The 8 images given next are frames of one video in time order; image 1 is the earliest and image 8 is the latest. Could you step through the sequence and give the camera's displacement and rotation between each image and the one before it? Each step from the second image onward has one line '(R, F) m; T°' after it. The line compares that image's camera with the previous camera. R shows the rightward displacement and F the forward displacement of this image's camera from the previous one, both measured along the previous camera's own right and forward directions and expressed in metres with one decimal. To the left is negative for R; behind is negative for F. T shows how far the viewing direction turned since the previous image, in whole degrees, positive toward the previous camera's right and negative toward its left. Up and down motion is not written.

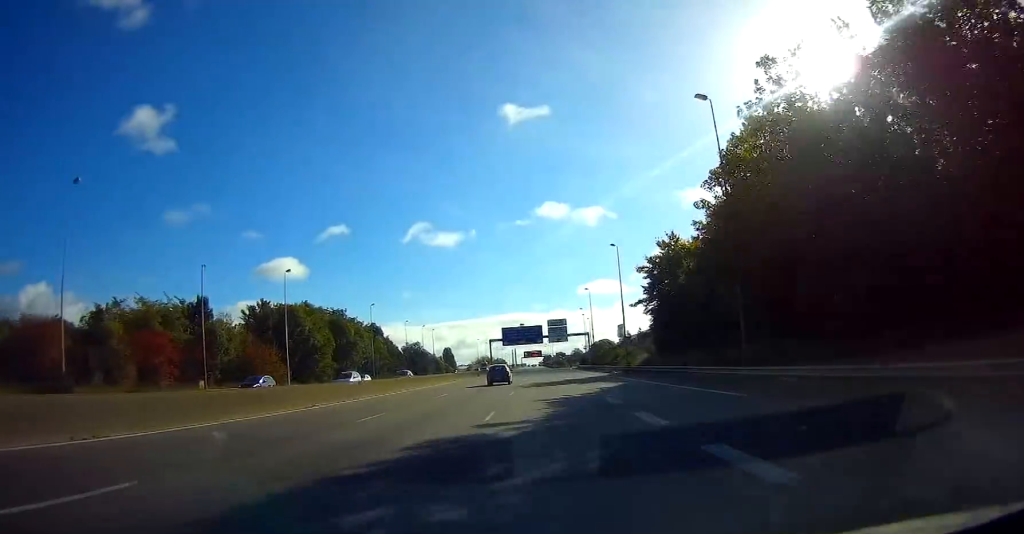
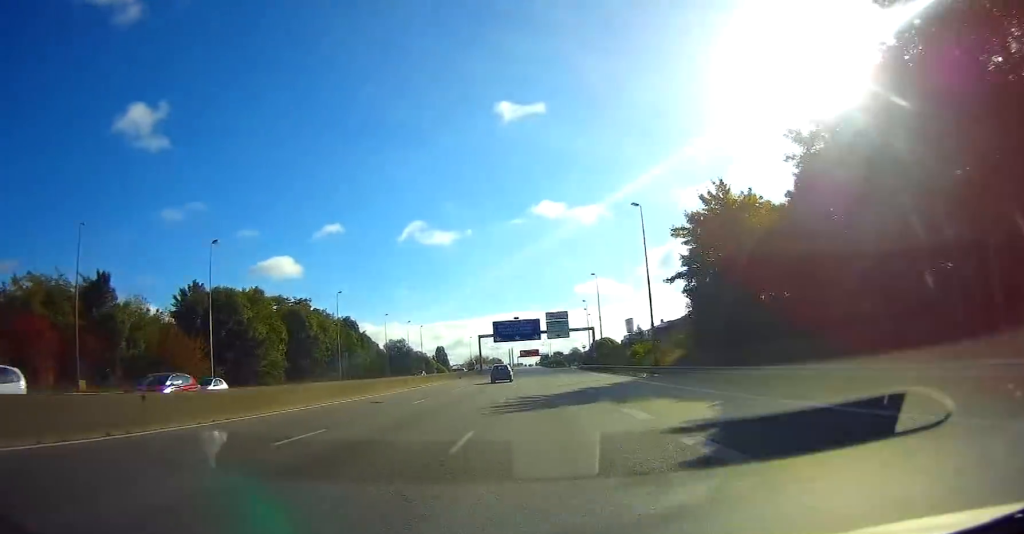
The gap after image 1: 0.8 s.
(+0.2, +18.7) m; 0°
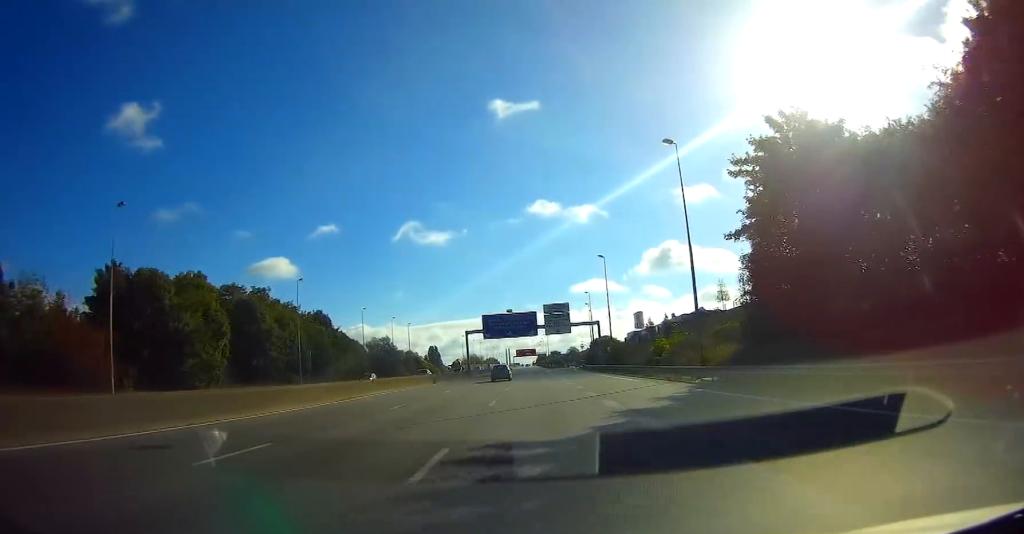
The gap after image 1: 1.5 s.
(0.0, +15.8) m; 0°
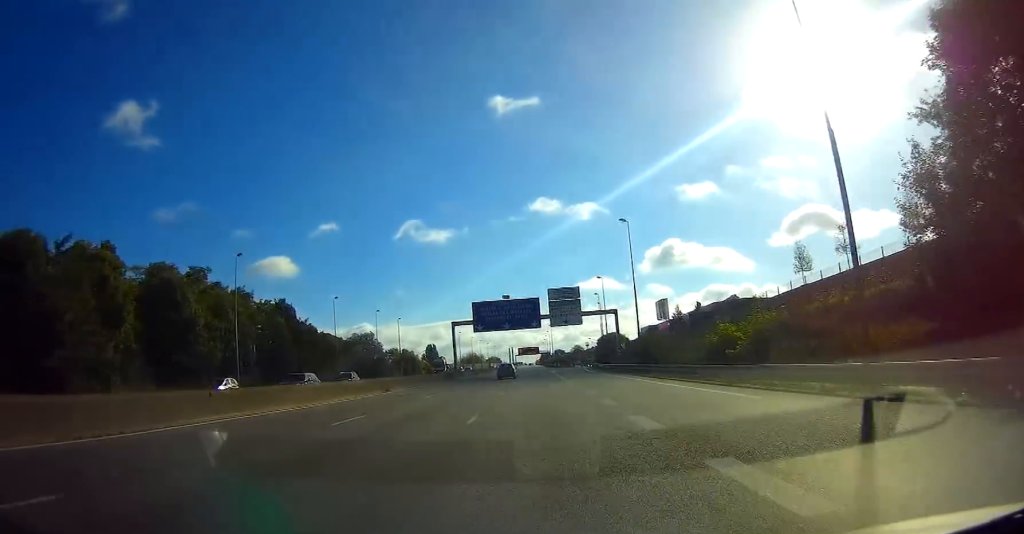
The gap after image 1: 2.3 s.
(-0.3, +19.2) m; 0°
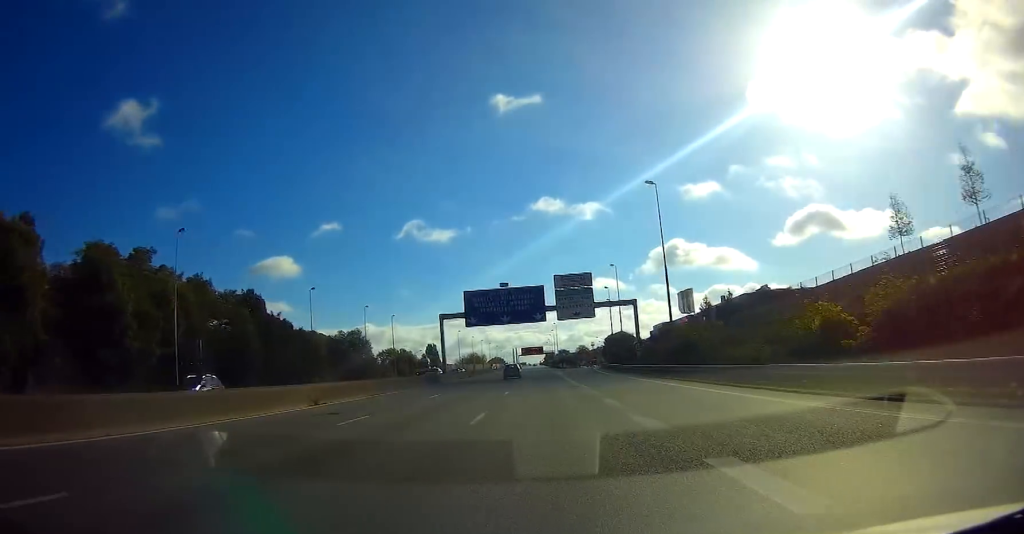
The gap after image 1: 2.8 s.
(+0.2, +13.1) m; 0°
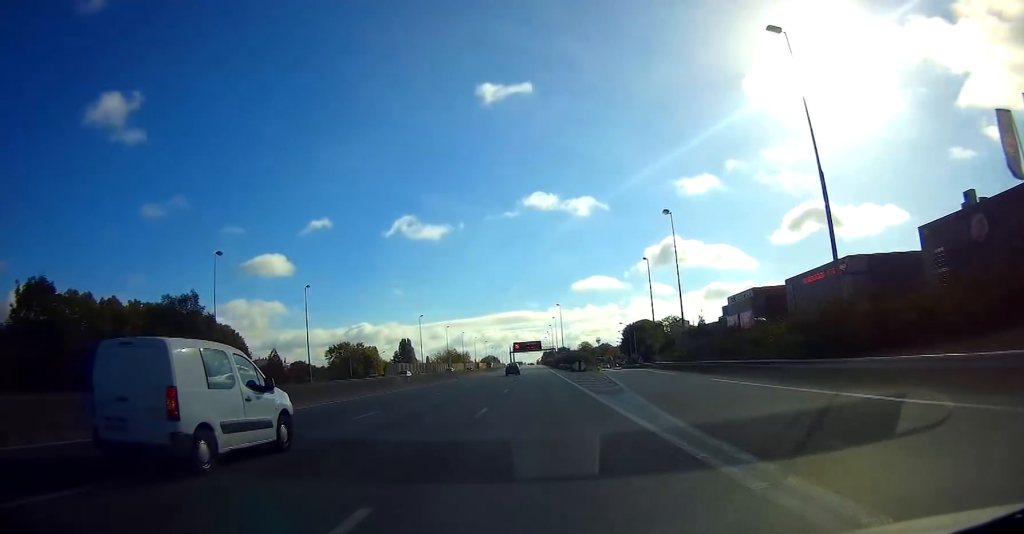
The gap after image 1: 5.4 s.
(+0.1, +64.0) m; 0°
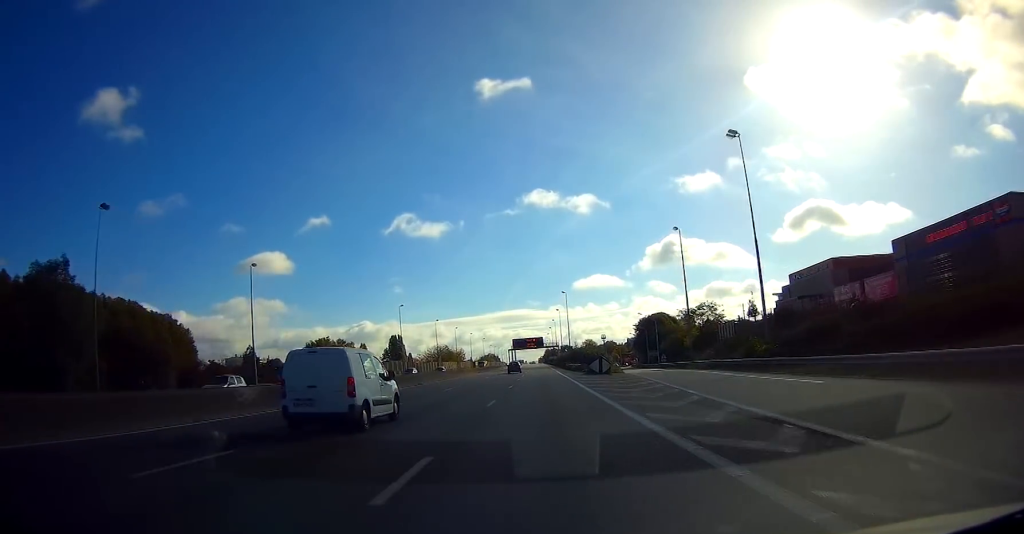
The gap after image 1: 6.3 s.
(0.0, +23.4) m; 0°
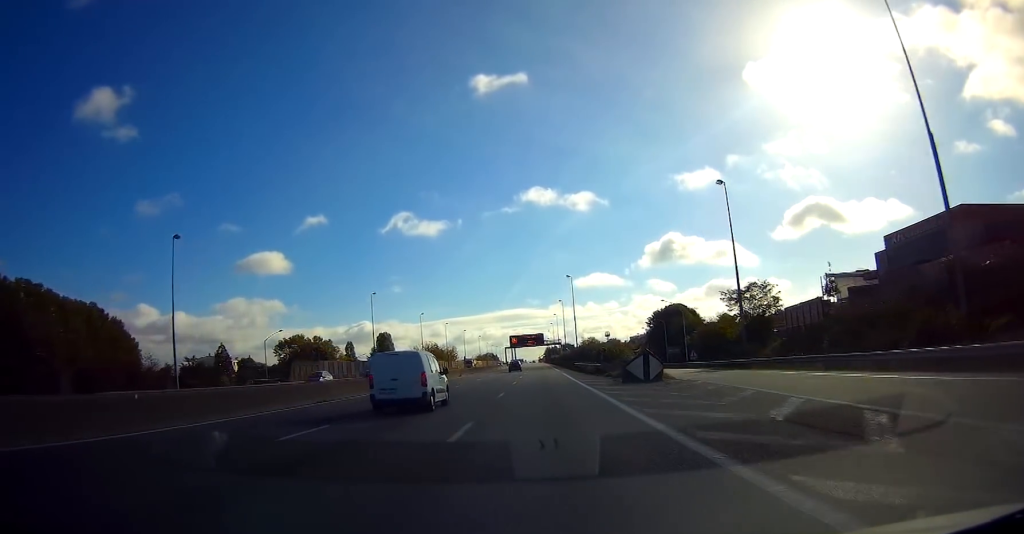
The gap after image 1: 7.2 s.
(0.0, +21.7) m; 0°
